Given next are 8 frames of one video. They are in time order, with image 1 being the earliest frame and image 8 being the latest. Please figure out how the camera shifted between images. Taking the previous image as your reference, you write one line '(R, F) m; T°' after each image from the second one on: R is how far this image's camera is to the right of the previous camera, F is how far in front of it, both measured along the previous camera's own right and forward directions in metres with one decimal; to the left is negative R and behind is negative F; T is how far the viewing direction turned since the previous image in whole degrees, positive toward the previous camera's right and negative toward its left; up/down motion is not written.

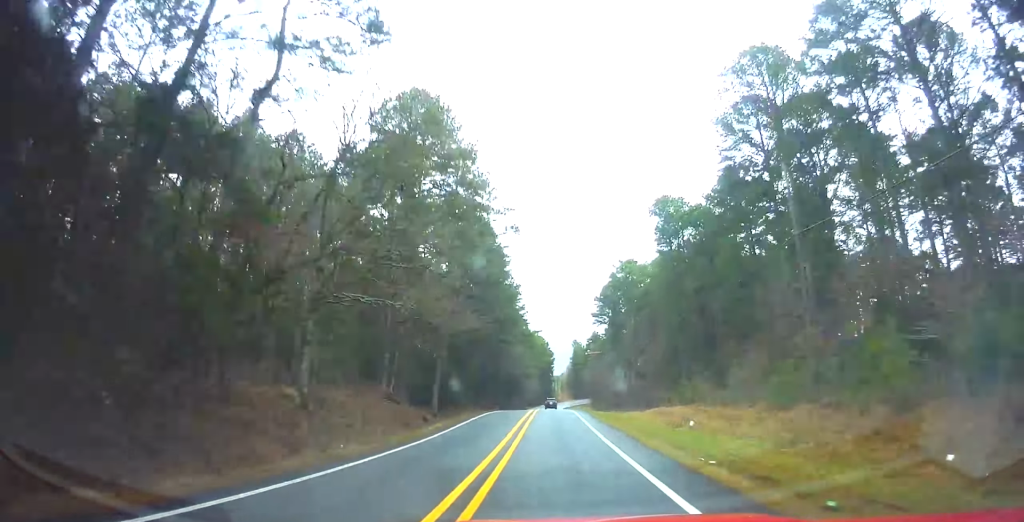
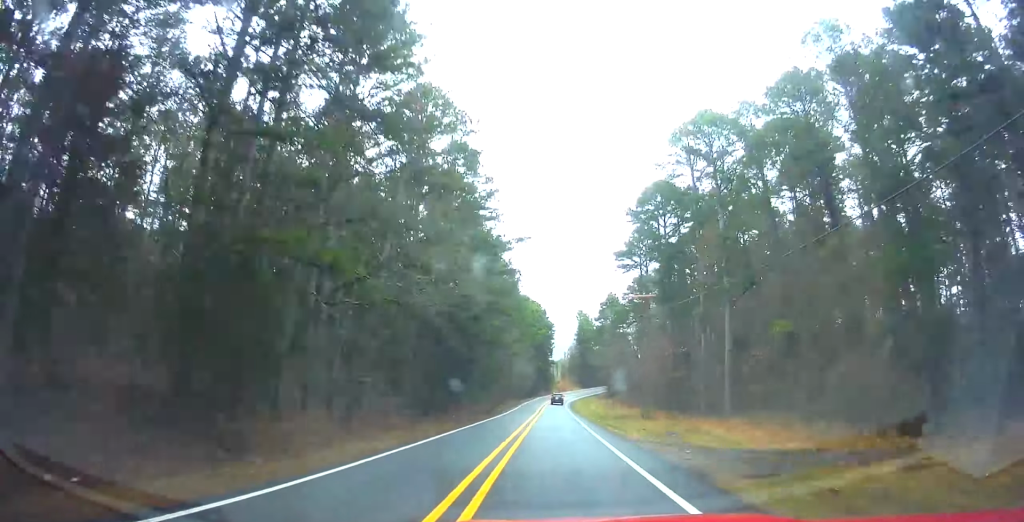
(+0.1, +55.3) m; +1°
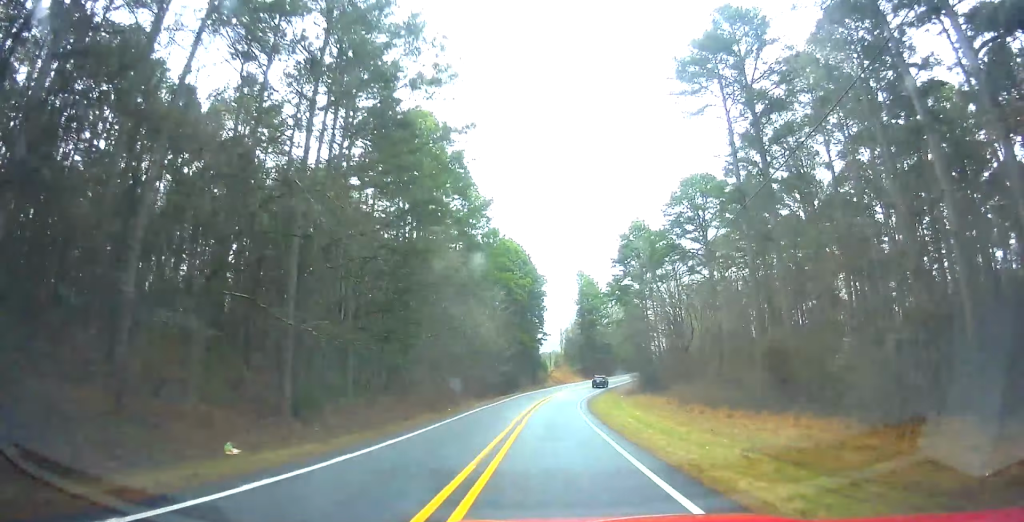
(+0.3, +54.6) m; +1°
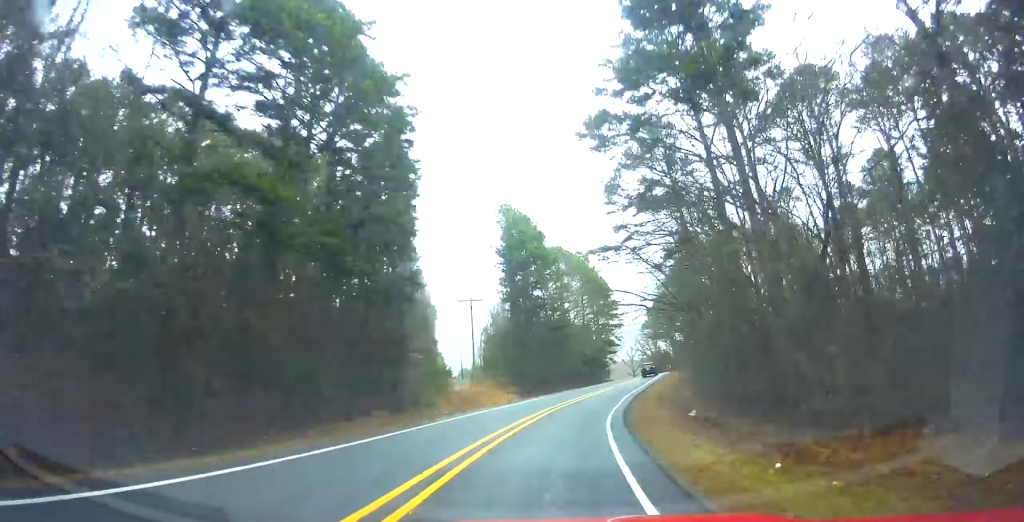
(+0.3, +57.8) m; +5°
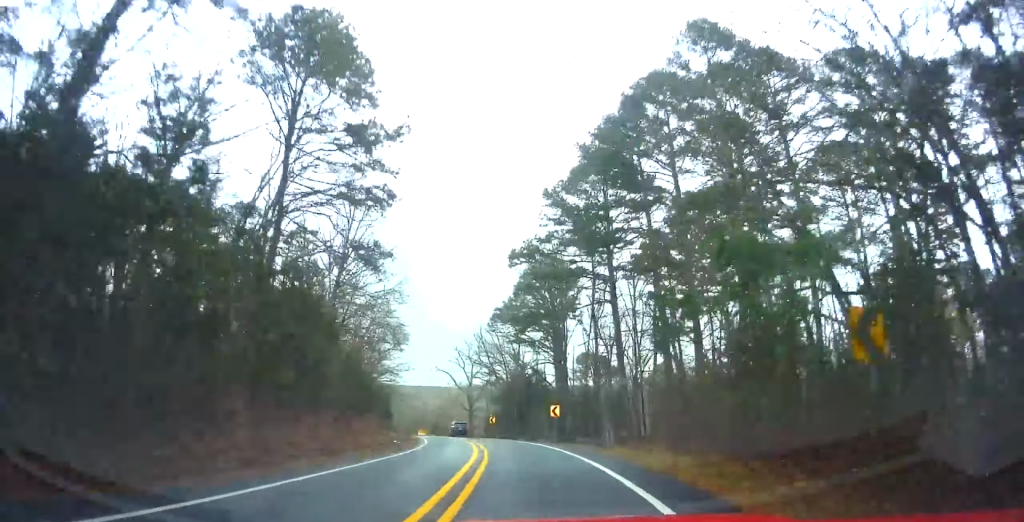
(+9.0, +83.3) m; +8°
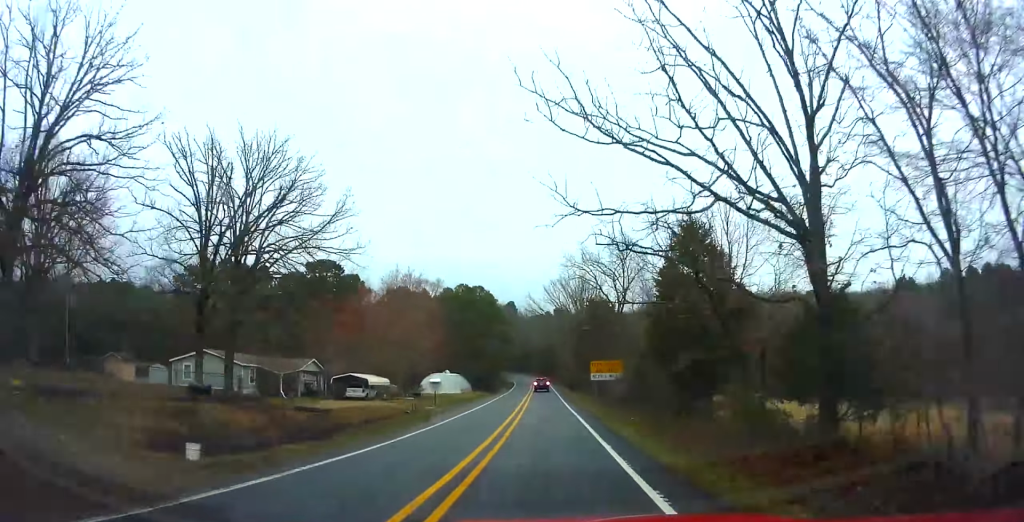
(-6.3, +125.7) m; -8°
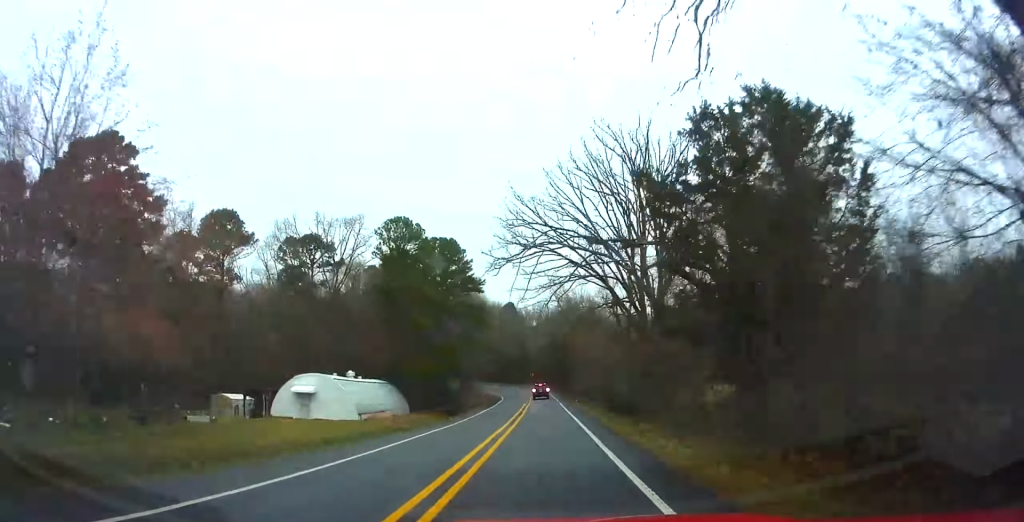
(-0.6, +44.8) m; -2°
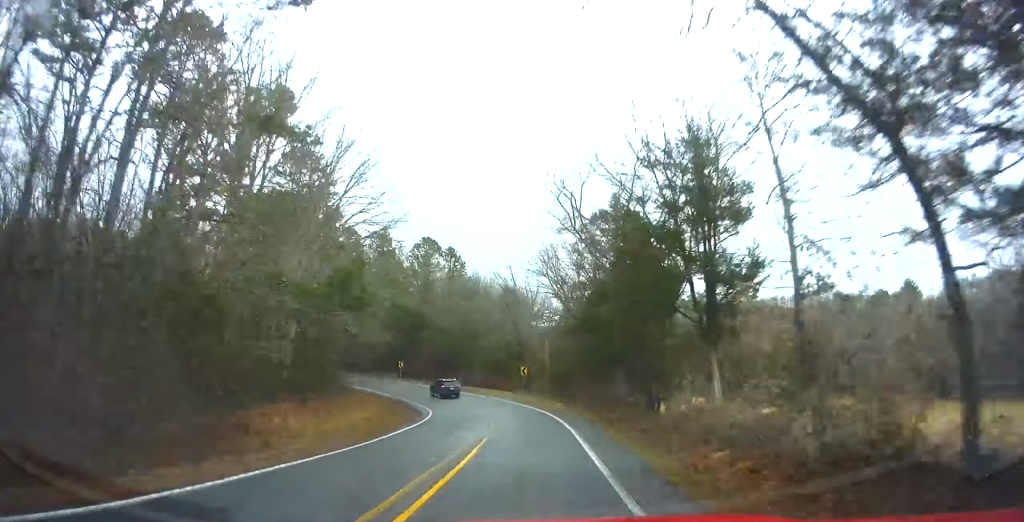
(-0.8, +54.6) m; -3°
